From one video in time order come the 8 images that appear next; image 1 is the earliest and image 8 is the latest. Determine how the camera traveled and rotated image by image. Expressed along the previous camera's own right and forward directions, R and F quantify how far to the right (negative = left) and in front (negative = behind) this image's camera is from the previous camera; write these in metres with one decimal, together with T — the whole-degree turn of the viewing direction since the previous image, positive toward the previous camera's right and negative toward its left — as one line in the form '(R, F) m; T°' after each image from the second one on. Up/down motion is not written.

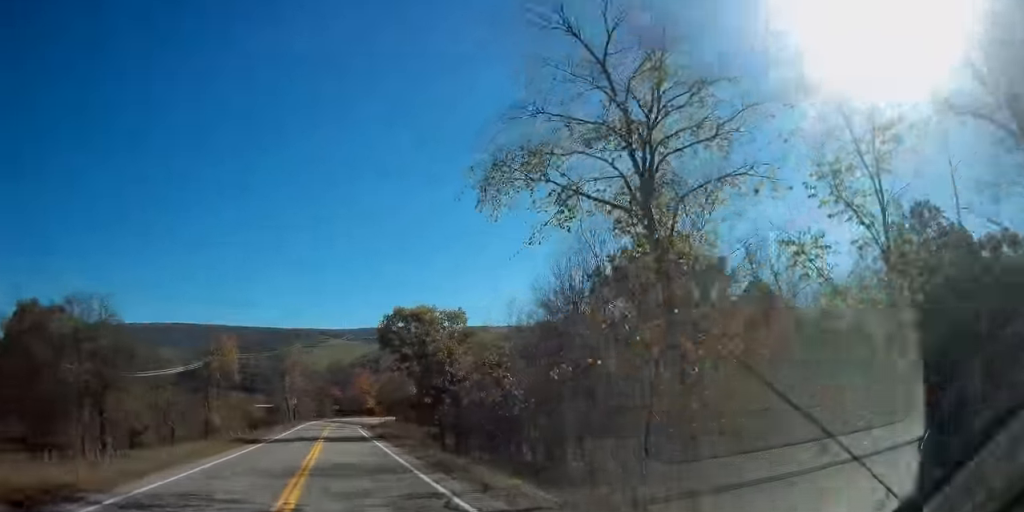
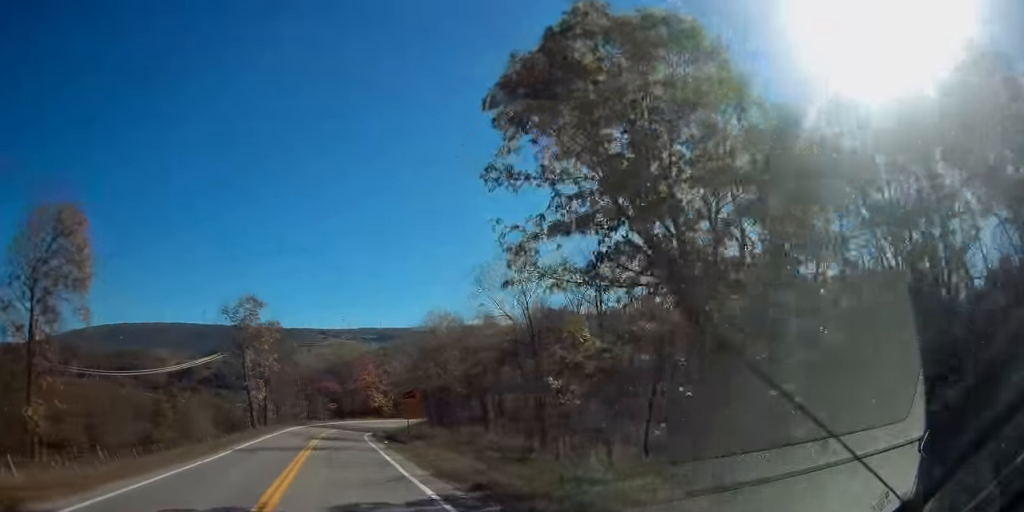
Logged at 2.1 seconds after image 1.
(0.0, +34.6) m; 0°
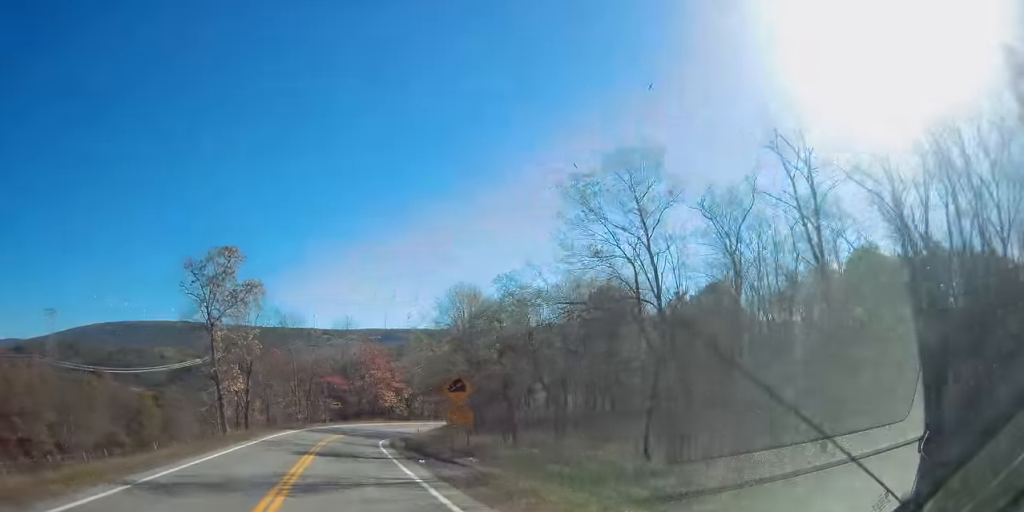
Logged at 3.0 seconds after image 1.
(-0.2, +15.1) m; 0°
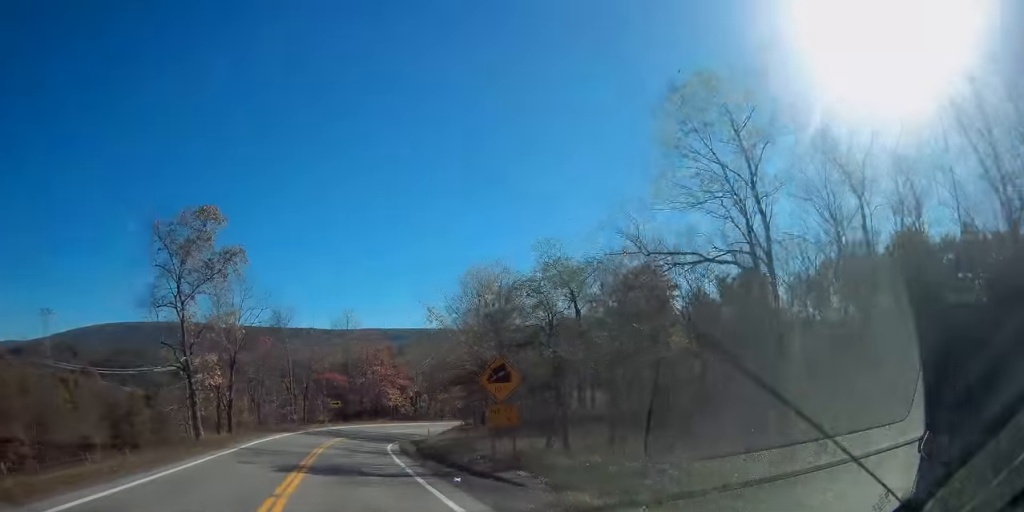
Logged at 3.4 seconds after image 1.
(+0.1, +7.2) m; 0°
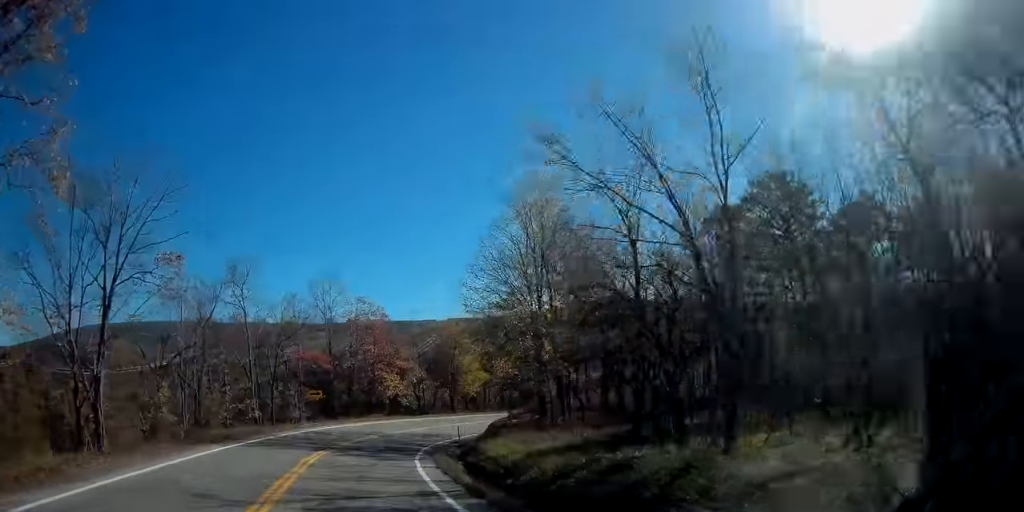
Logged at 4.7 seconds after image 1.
(+0.2, +20.3) m; +2°
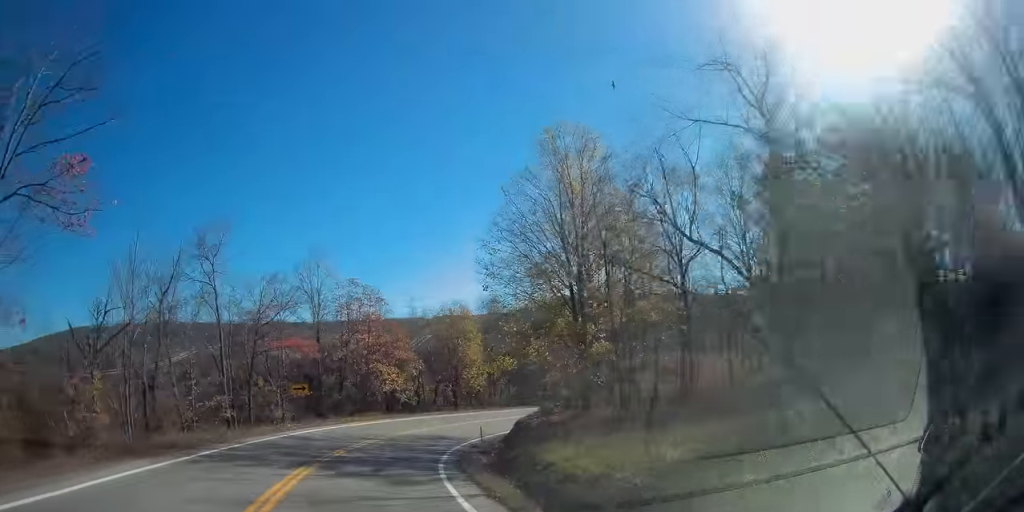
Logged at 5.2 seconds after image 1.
(0.0, +8.1) m; +2°
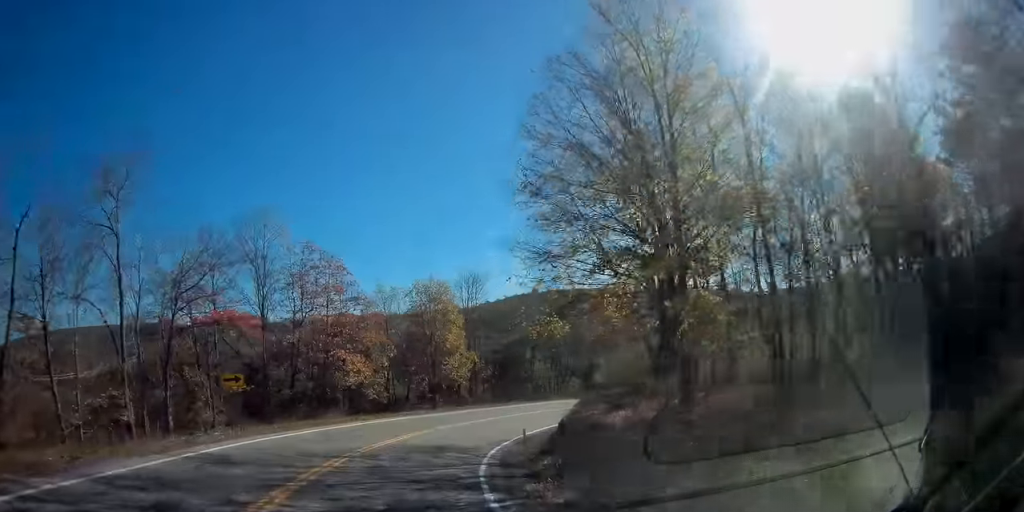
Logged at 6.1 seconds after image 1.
(+0.3, +12.4) m; +5°
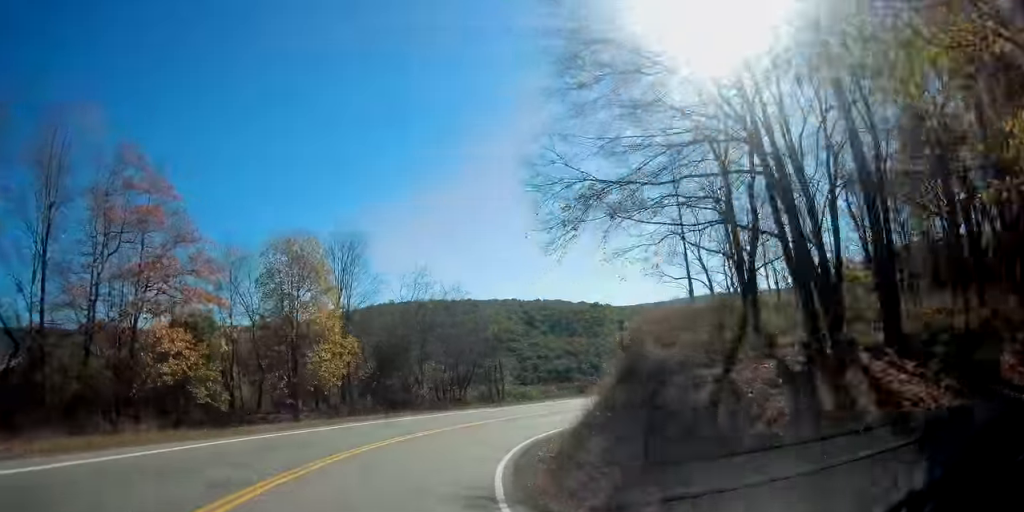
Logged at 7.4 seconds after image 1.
(+2.0, +17.0) m; +13°
